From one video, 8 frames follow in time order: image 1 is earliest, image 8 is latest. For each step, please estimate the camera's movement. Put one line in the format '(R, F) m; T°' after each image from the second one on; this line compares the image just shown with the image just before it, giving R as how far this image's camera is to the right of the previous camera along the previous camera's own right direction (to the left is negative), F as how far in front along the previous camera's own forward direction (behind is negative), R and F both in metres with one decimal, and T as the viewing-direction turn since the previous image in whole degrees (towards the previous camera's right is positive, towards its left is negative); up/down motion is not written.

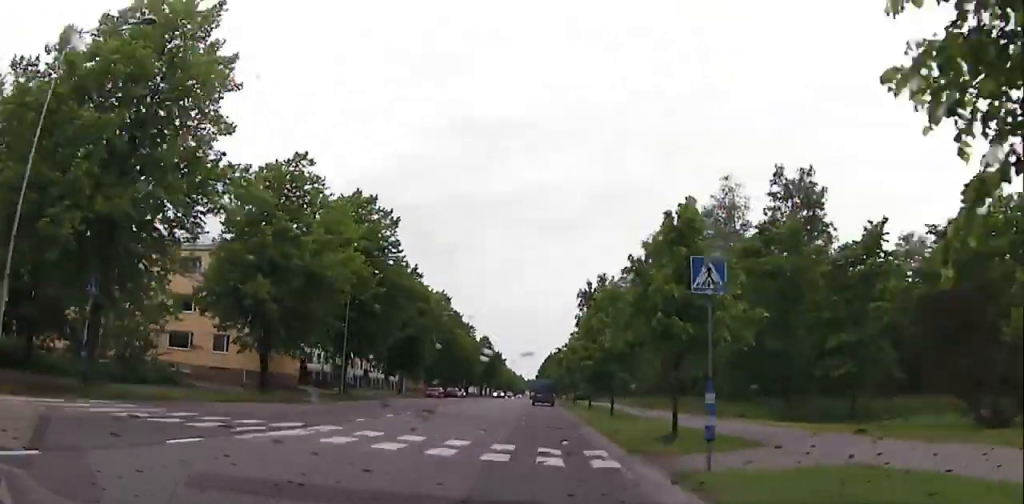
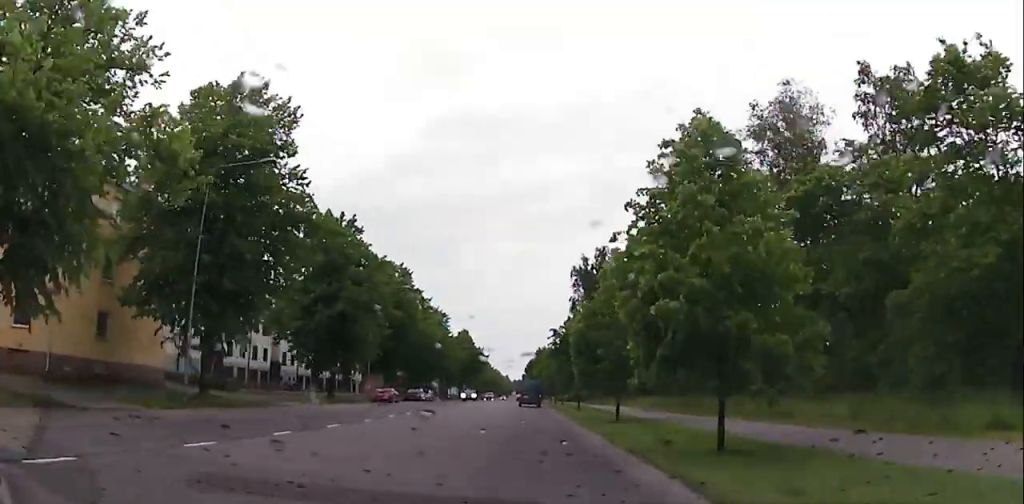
(+0.4, +21.0) m; +2°
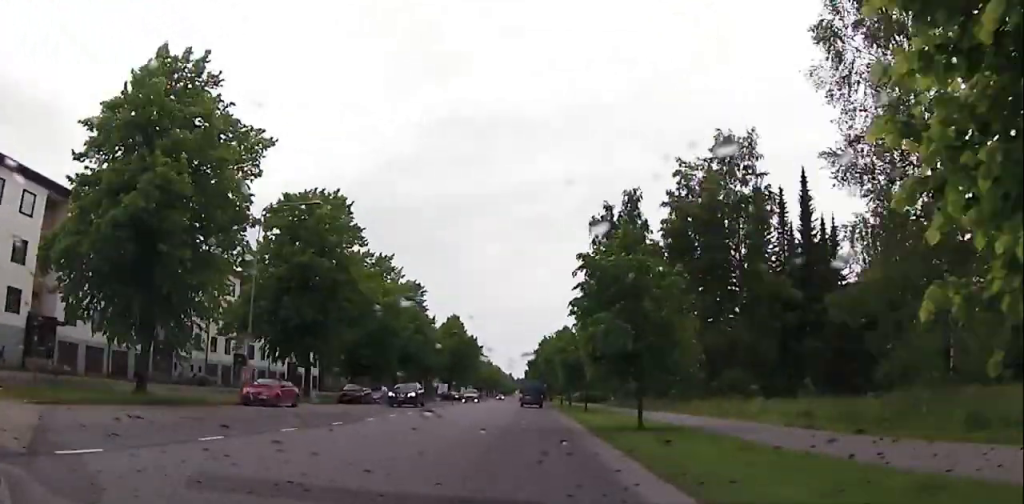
(-0.9, +26.1) m; -2°
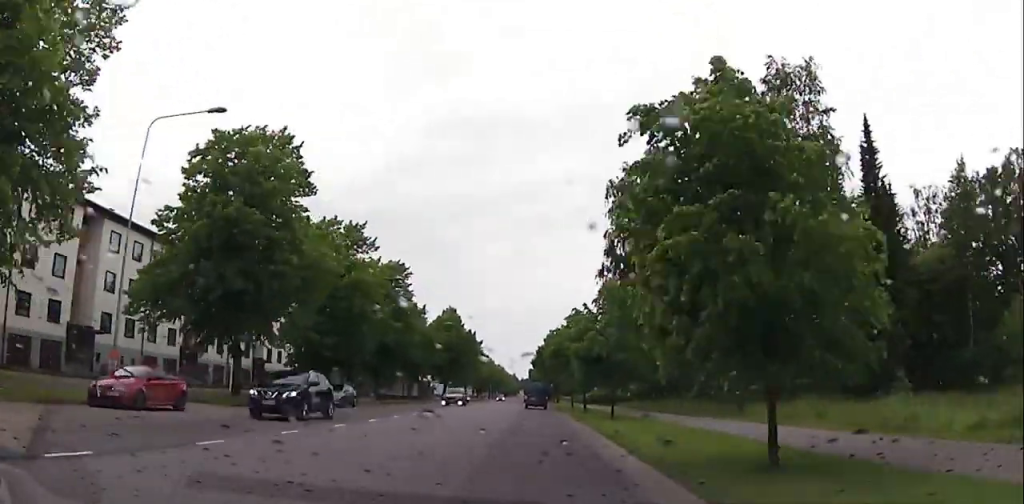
(+0.3, +11.8) m; +1°
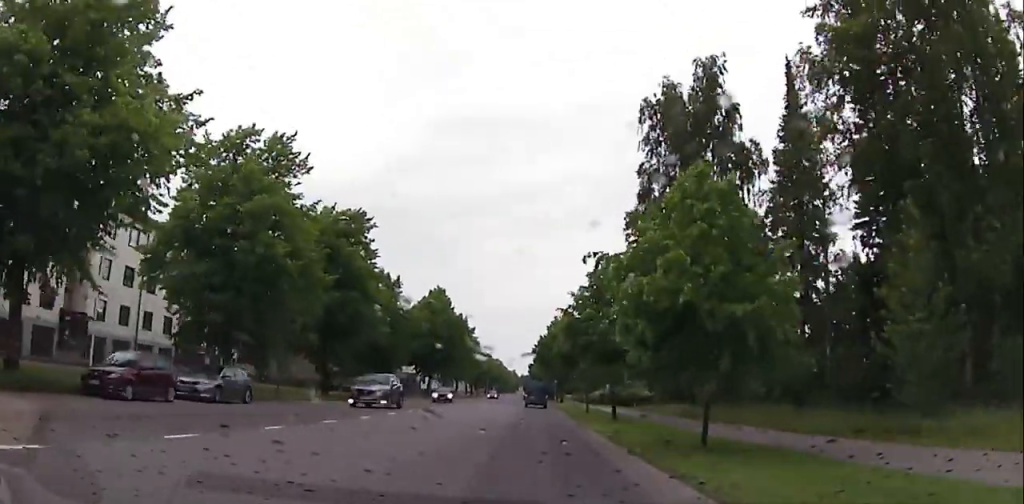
(+0.2, +16.4) m; +1°
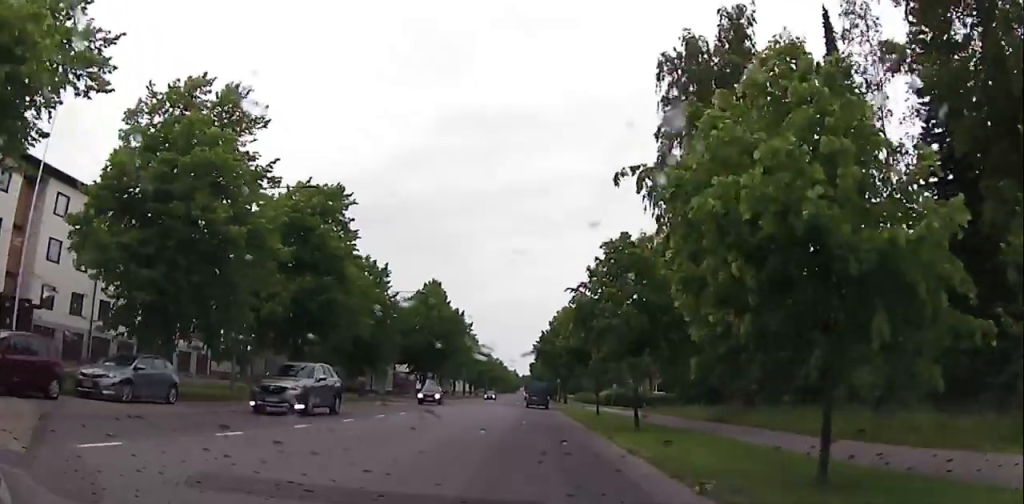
(0.0, +6.0) m; 0°
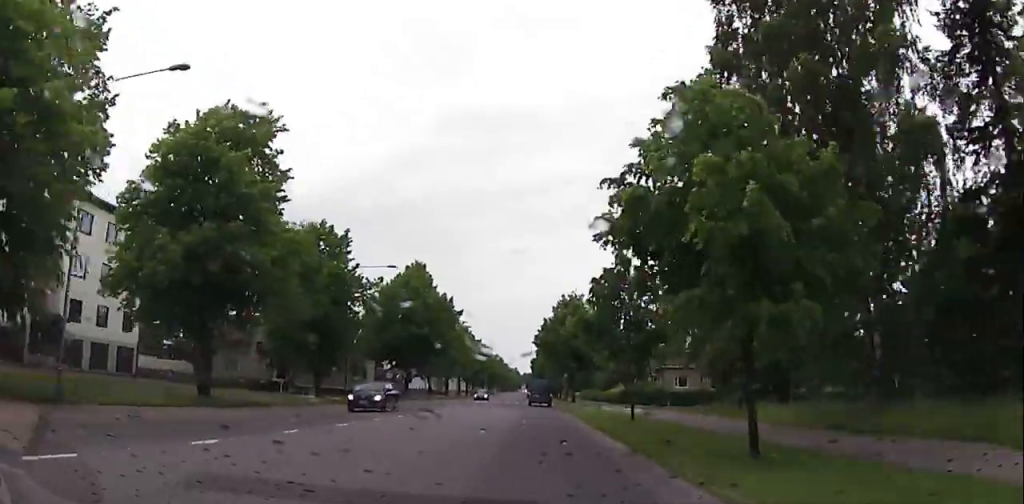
(0.0, +12.6) m; 0°
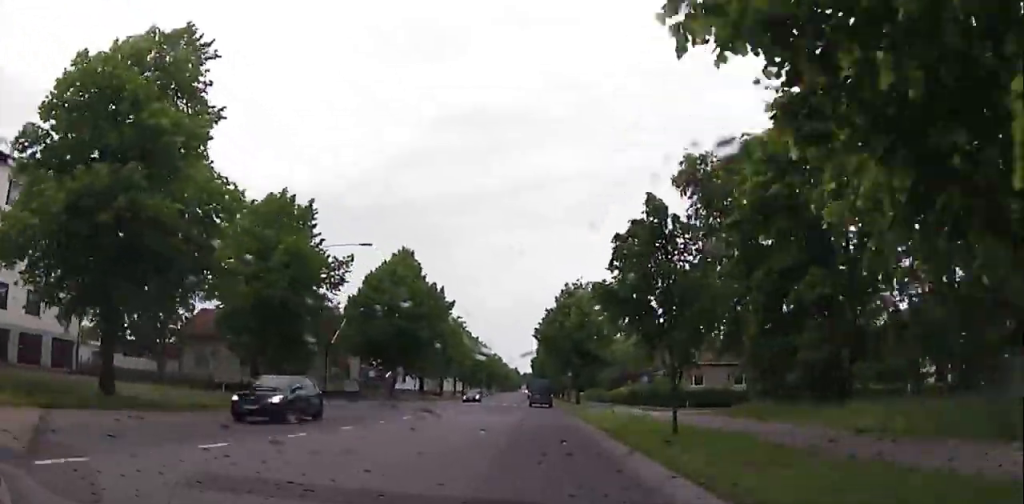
(0.0, +7.6) m; -1°
